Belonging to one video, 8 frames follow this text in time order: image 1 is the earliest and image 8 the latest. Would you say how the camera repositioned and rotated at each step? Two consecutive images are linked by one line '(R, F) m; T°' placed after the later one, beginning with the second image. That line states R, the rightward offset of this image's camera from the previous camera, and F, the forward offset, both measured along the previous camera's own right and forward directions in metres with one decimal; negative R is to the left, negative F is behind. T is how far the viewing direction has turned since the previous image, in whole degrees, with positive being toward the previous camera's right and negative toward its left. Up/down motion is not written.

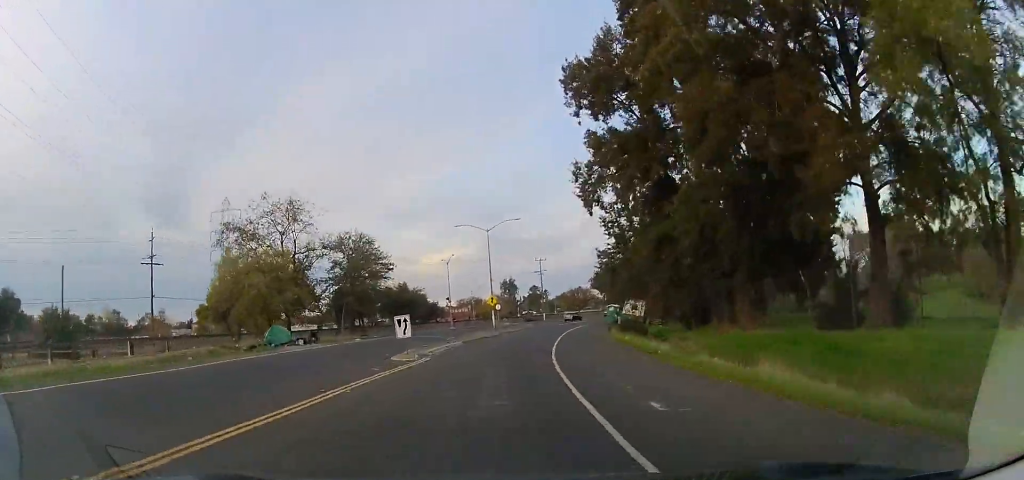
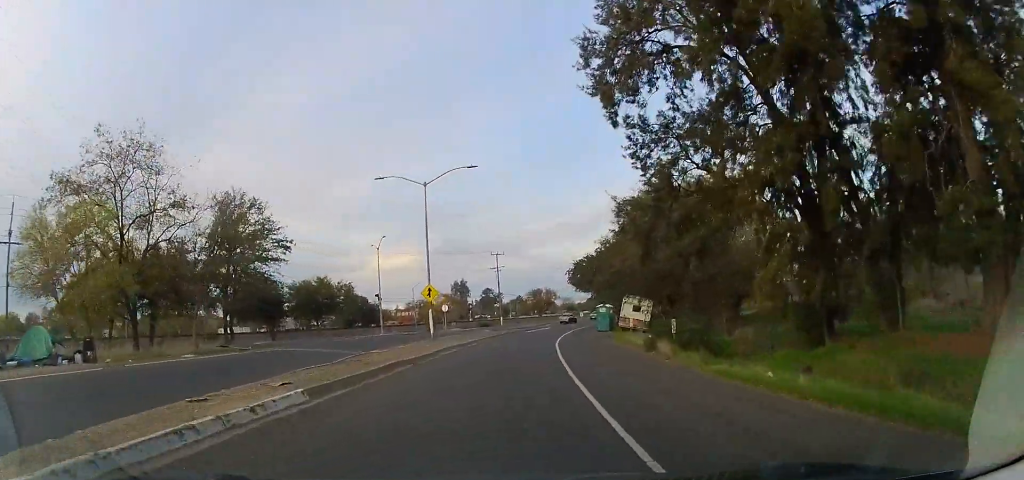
(+0.8, +19.4) m; +2°
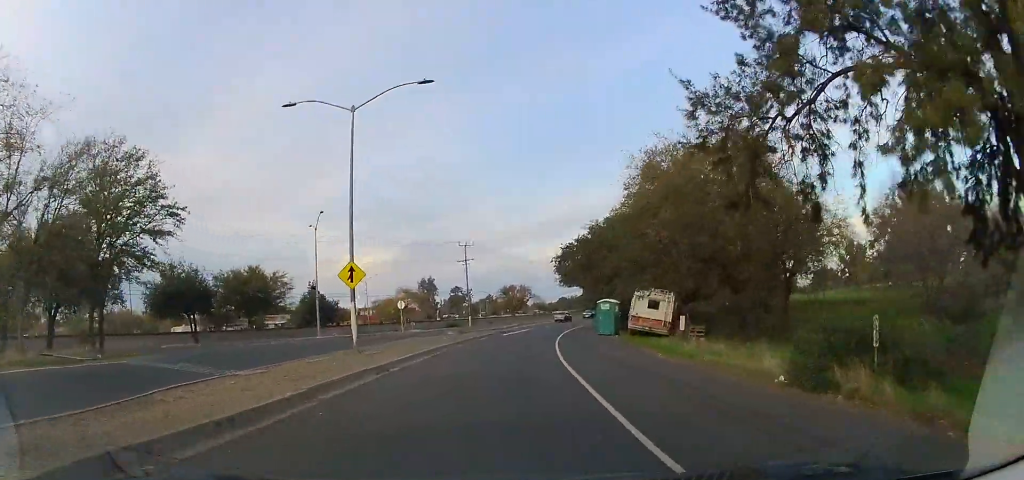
(-0.3, +12.7) m; +1°
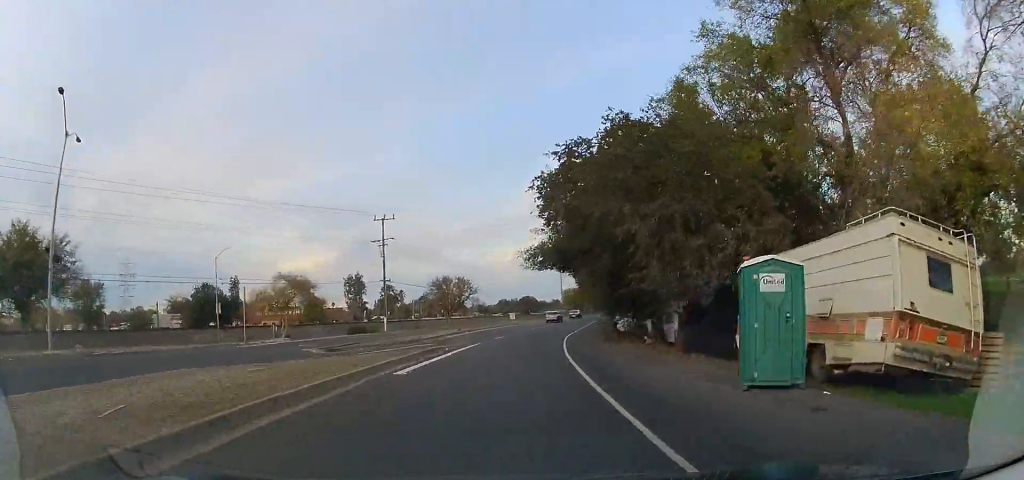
(+1.9, +27.2) m; +10°
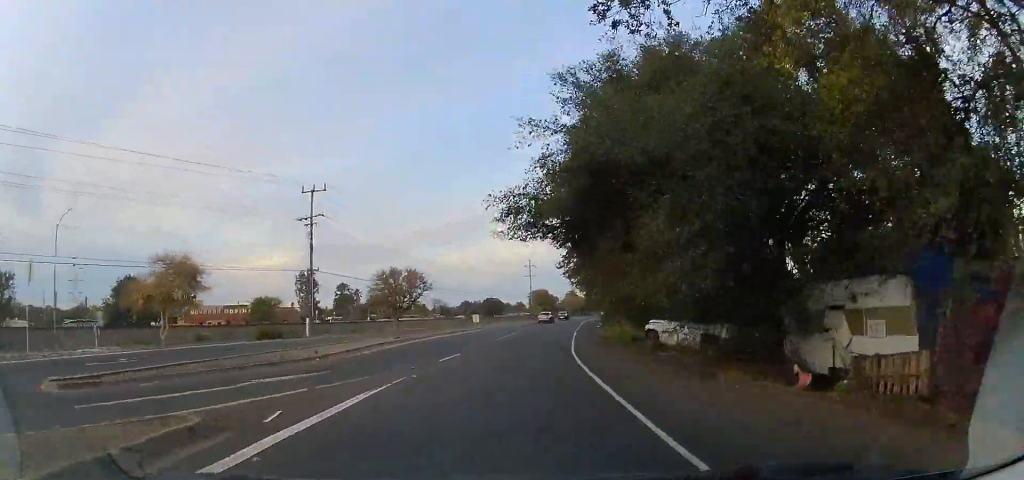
(+1.0, +15.7) m; +6°
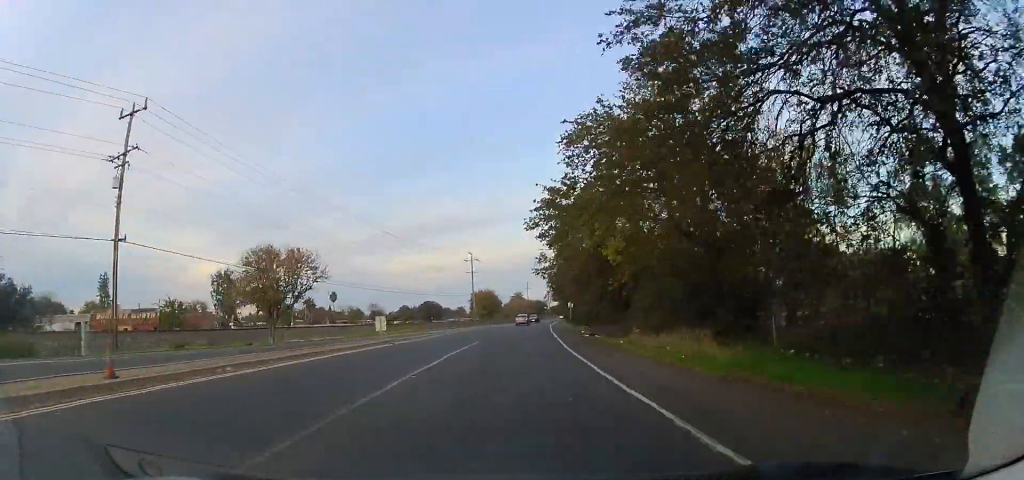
(+1.4, +22.4) m; +8°
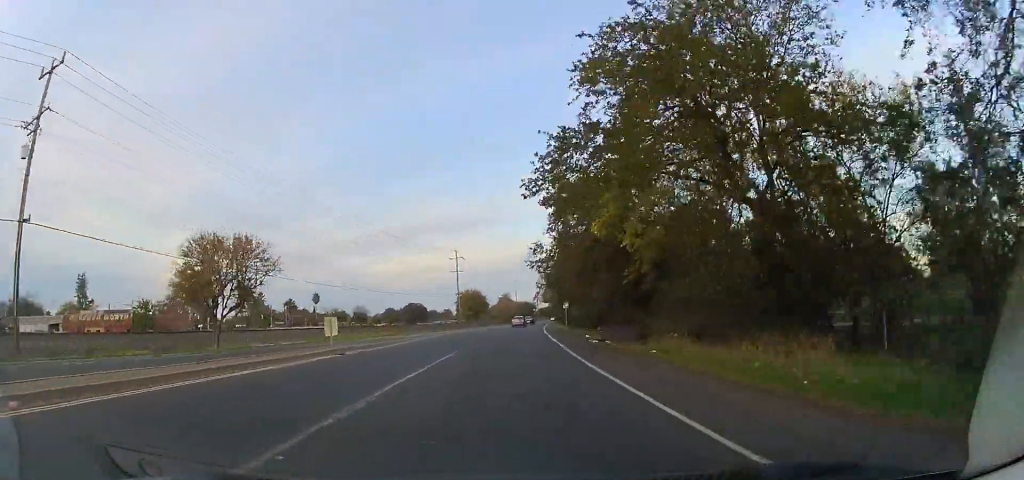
(+0.1, +7.1) m; +3°
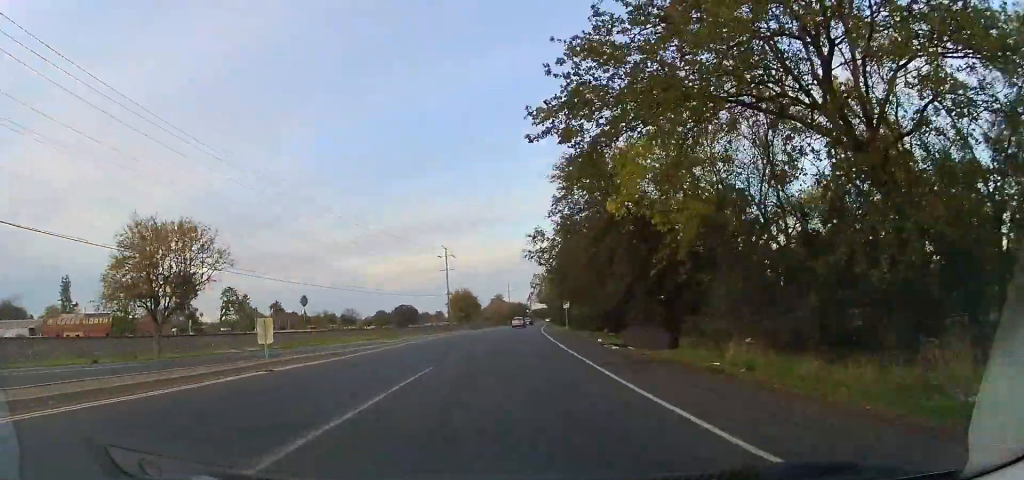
(+0.3, +6.1) m; +1°
